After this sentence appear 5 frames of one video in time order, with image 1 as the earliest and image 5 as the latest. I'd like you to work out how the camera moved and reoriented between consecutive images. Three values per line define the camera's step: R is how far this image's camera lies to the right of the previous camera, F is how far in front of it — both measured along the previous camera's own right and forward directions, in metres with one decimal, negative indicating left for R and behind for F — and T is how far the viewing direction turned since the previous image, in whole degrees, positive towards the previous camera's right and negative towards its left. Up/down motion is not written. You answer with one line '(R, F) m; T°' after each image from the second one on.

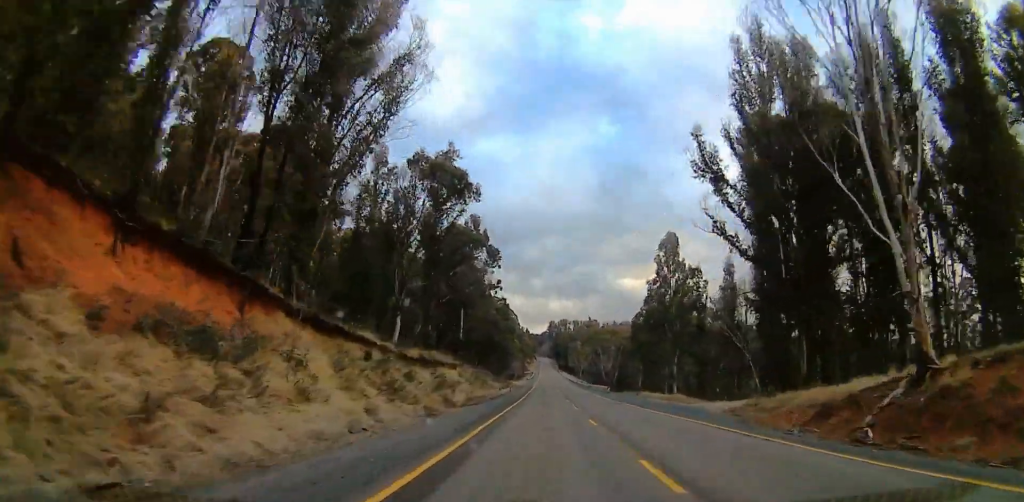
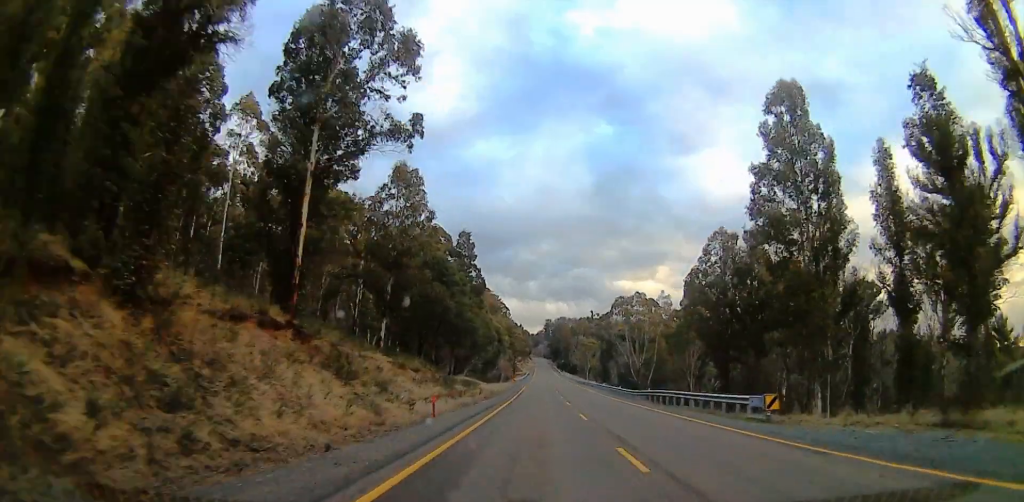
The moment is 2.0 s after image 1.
(+0.6, +57.6) m; +2°
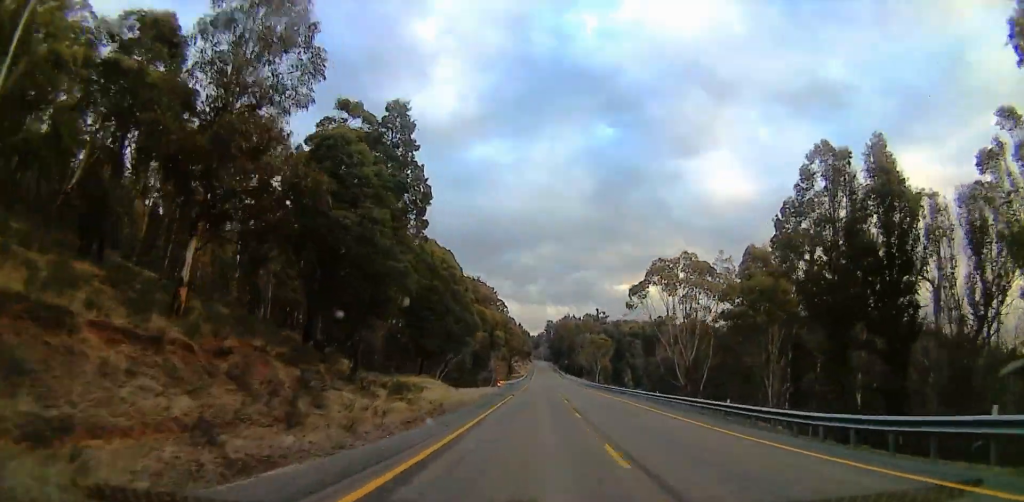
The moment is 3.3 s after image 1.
(+0.2, +34.5) m; -1°
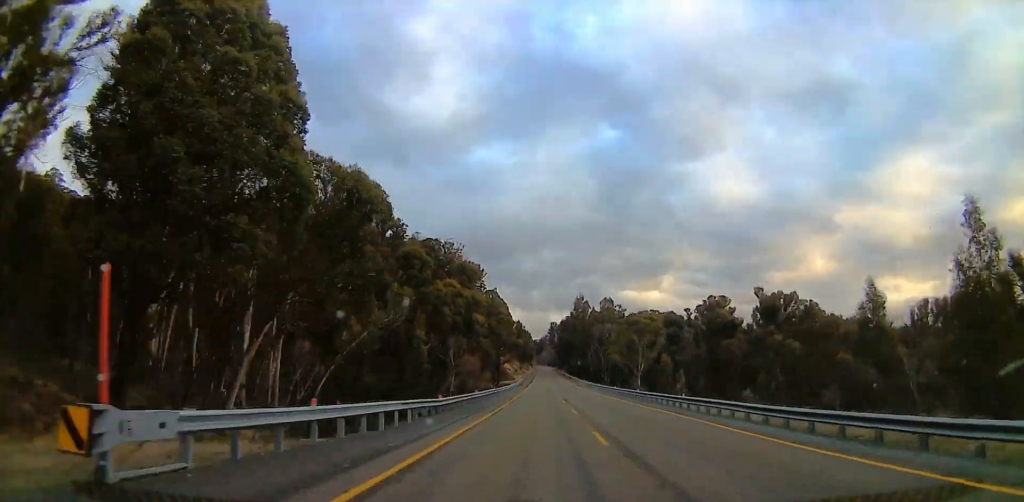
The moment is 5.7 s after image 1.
(-1.3, +67.1) m; -1°
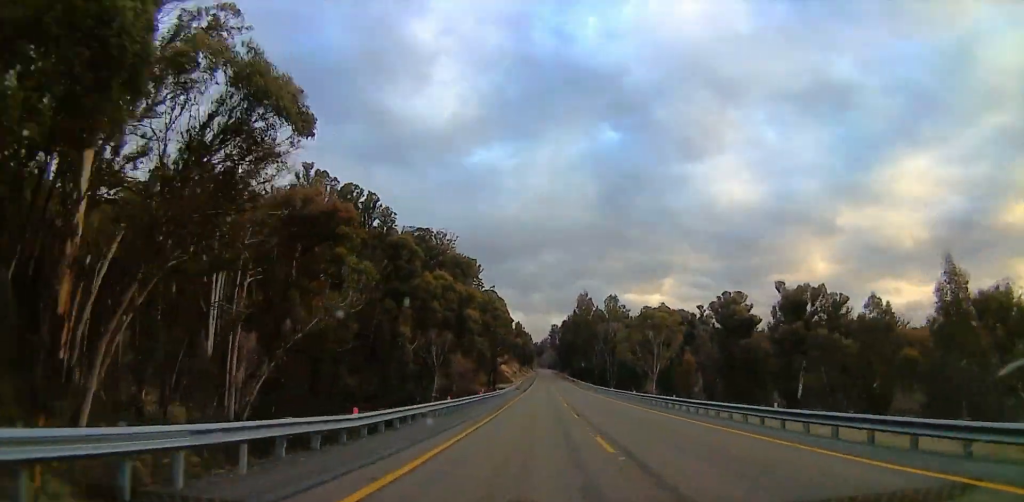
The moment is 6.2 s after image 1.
(0.0, +13.8) m; 0°
